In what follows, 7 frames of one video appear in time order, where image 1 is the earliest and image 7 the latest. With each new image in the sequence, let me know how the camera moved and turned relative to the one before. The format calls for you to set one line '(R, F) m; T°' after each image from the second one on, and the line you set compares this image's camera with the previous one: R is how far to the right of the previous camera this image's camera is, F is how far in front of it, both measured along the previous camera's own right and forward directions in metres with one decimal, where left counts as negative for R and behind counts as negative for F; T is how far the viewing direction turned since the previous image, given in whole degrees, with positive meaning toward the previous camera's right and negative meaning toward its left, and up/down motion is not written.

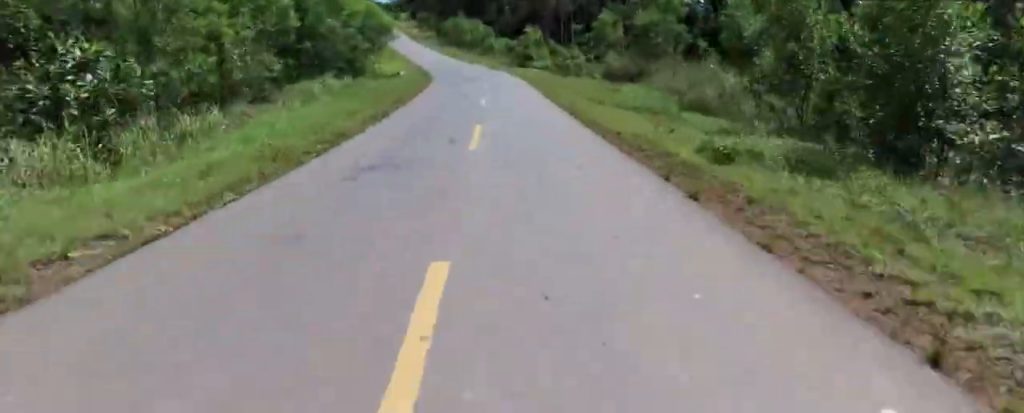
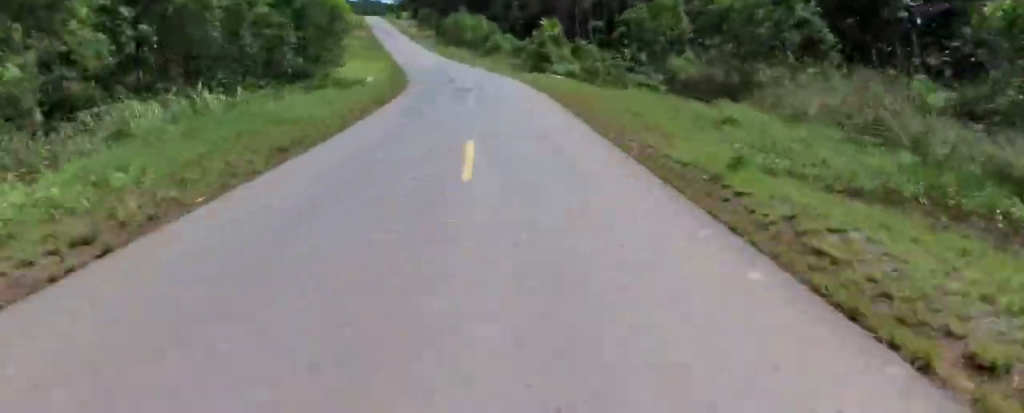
(-0.3, +10.7) m; -1°
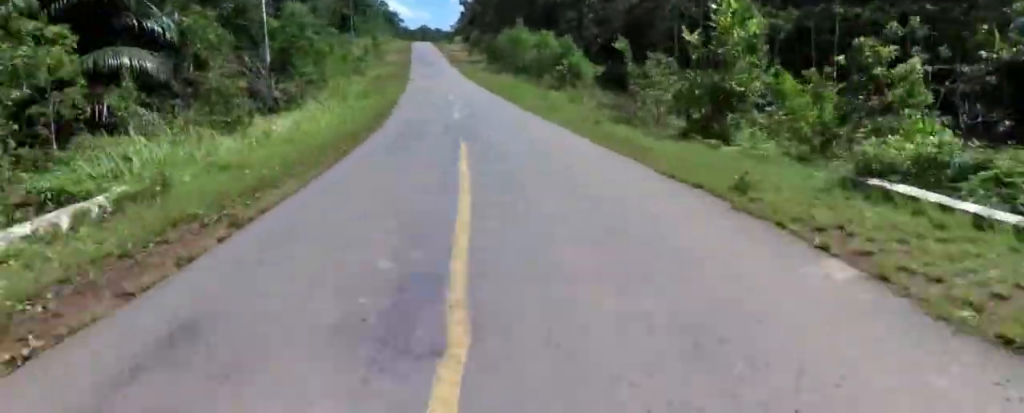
(-0.6, +22.7) m; -3°
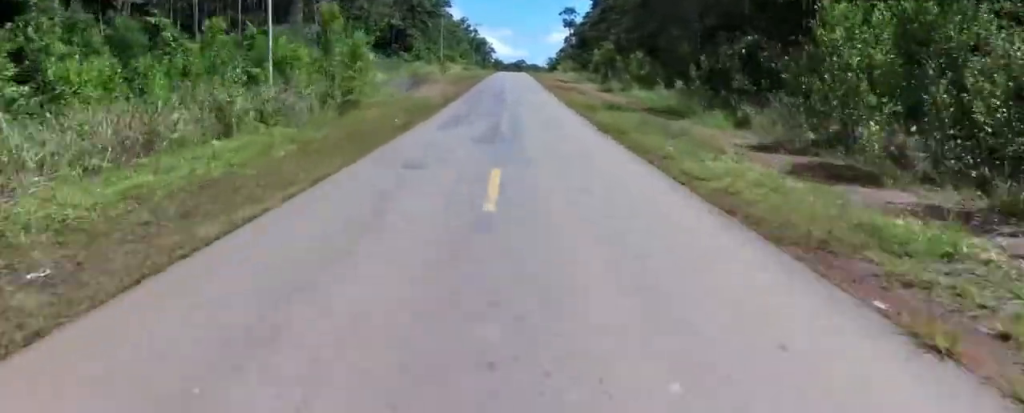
(-6.3, +49.7) m; -11°
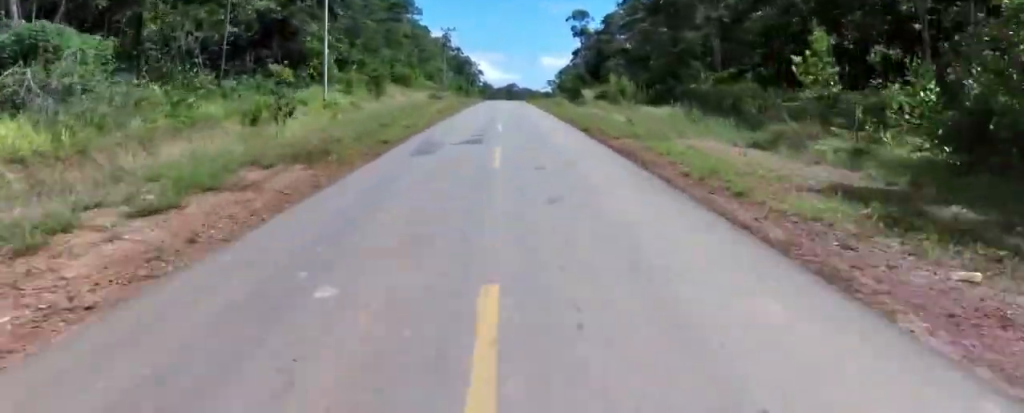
(+0.5, +43.3) m; -1°
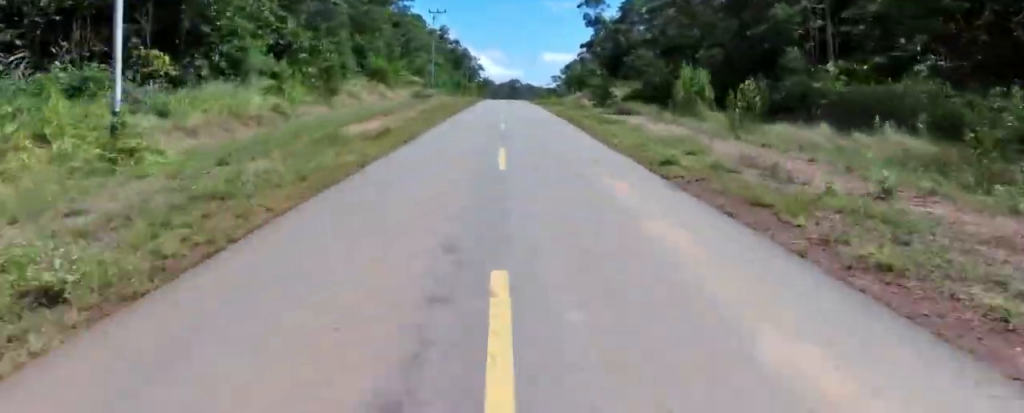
(-0.2, +16.1) m; -1°
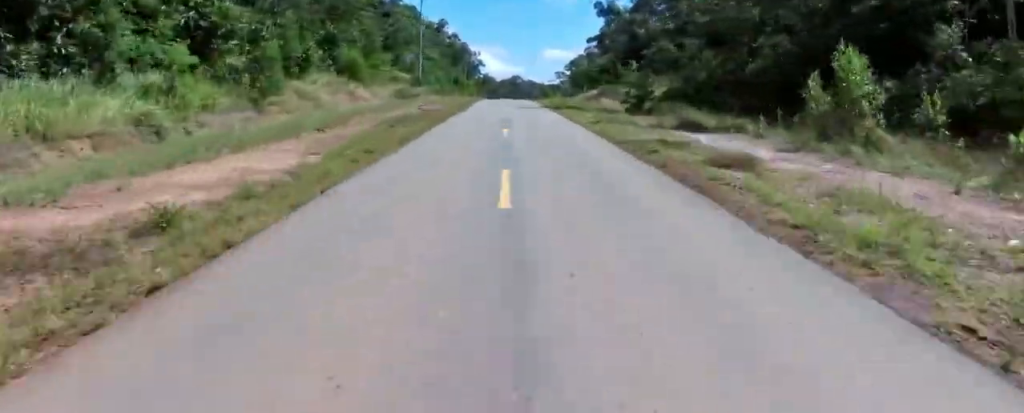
(0.0, +10.8) m; 0°
